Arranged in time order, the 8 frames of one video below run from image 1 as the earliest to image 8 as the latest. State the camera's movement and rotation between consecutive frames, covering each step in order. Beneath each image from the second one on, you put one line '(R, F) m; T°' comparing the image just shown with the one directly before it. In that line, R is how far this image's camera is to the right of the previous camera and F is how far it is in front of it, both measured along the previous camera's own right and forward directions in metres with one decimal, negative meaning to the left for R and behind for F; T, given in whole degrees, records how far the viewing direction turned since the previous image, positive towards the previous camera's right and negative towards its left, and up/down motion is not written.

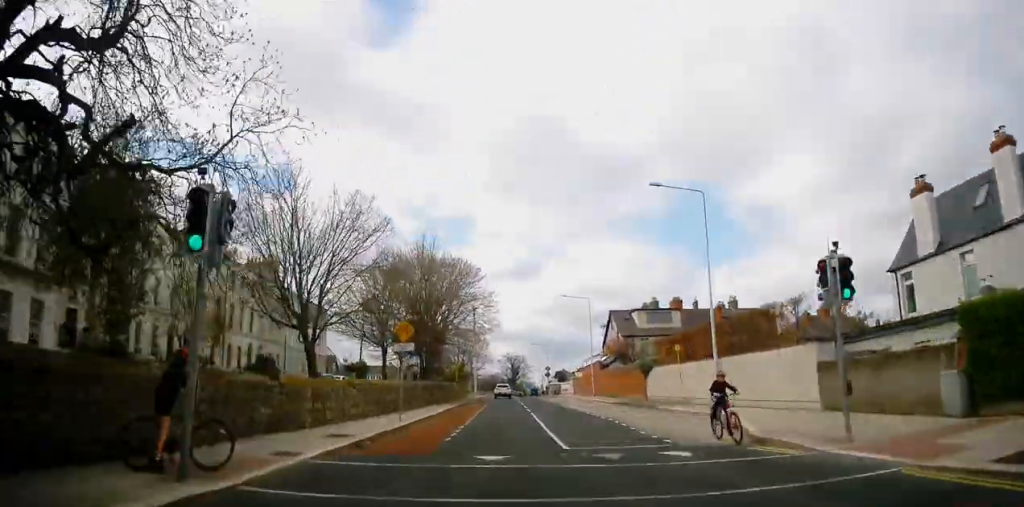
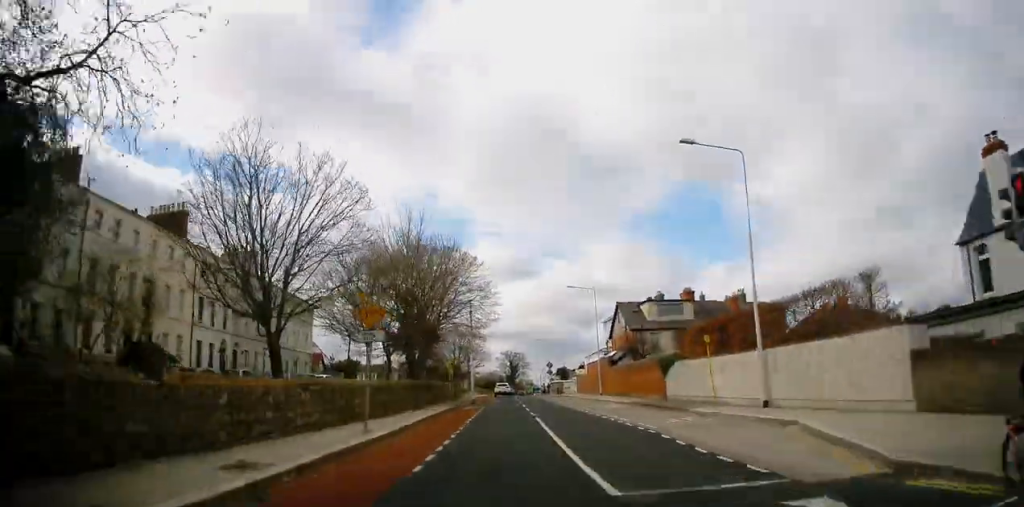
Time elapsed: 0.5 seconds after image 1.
(-0.1, +5.4) m; 0°
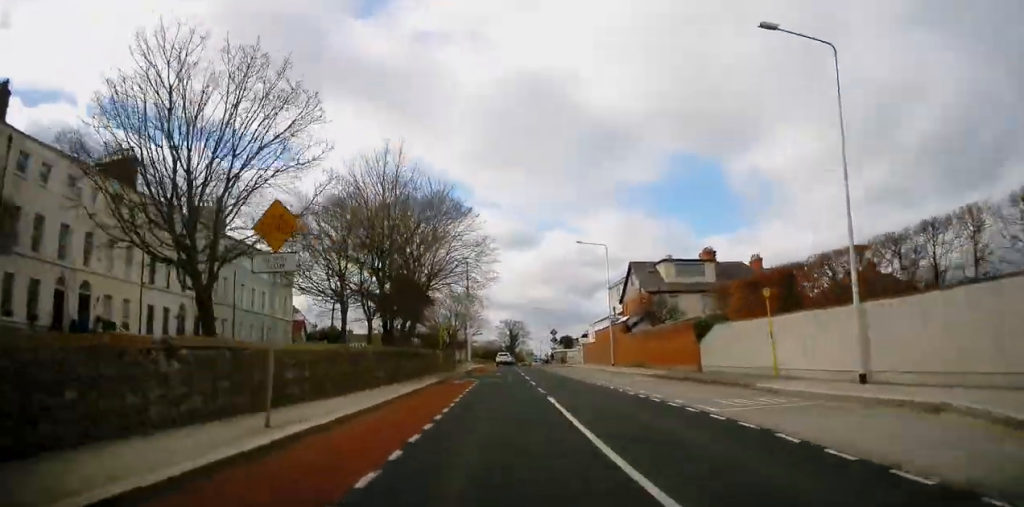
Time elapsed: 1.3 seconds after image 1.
(+0.4, +7.3) m; -2°
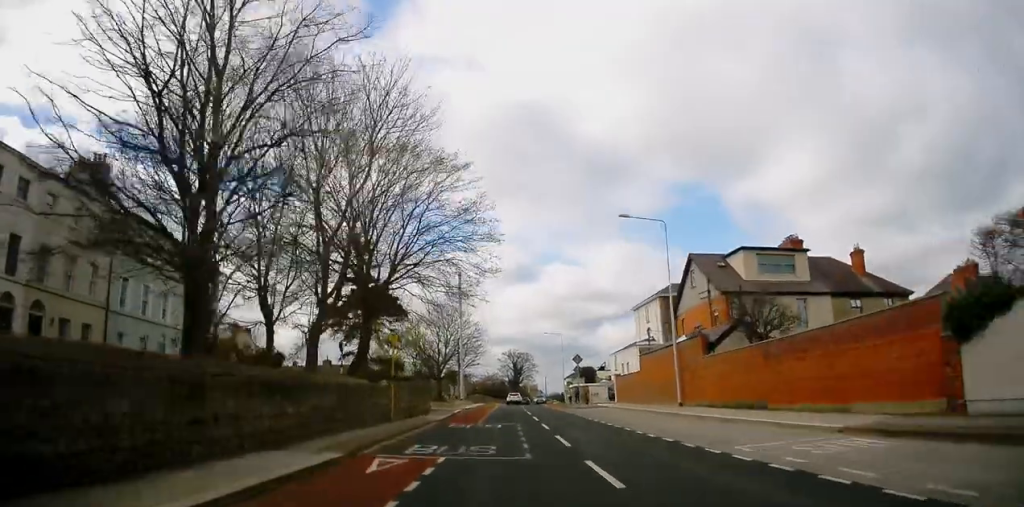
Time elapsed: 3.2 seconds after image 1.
(+0.7, +16.5) m; +3°
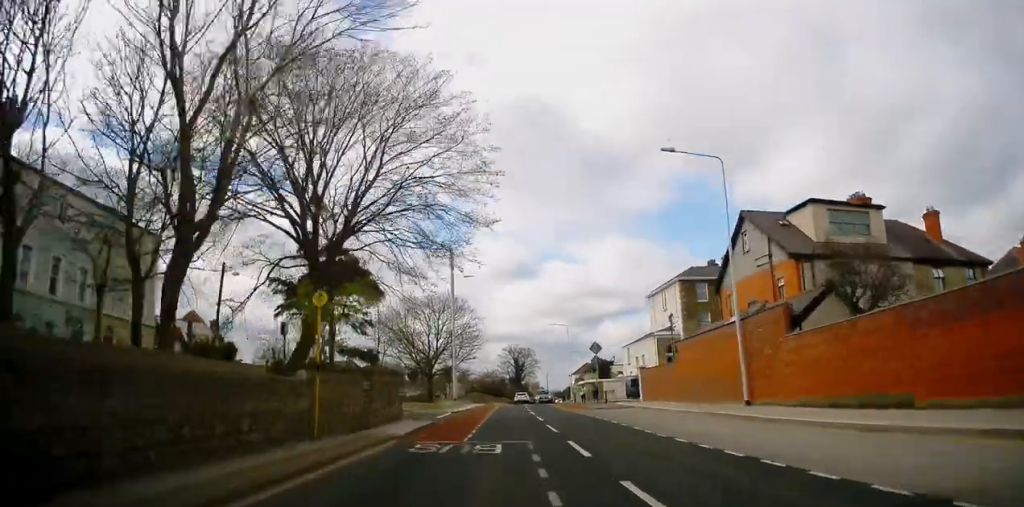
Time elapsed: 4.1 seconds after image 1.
(-0.8, +9.1) m; -5°
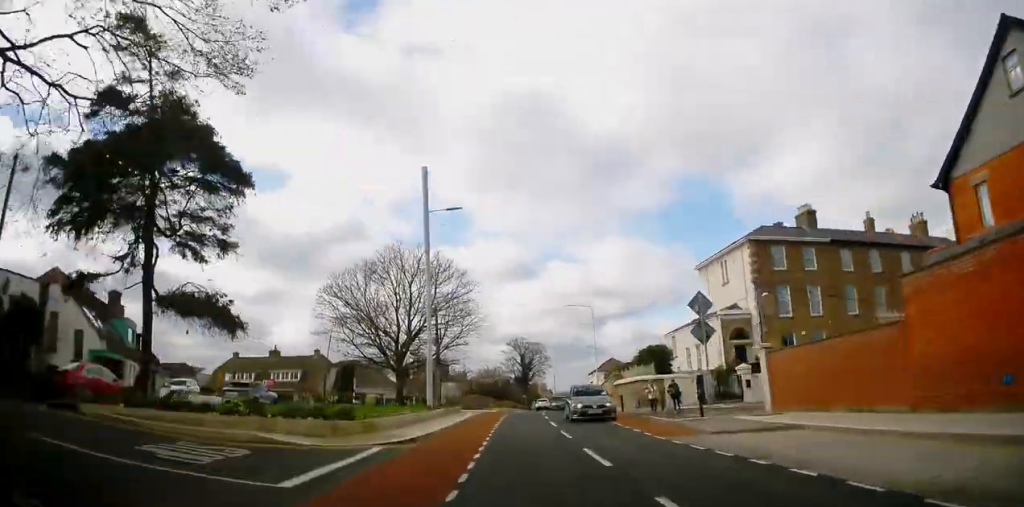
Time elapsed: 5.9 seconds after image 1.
(-0.1, +19.5) m; +1°
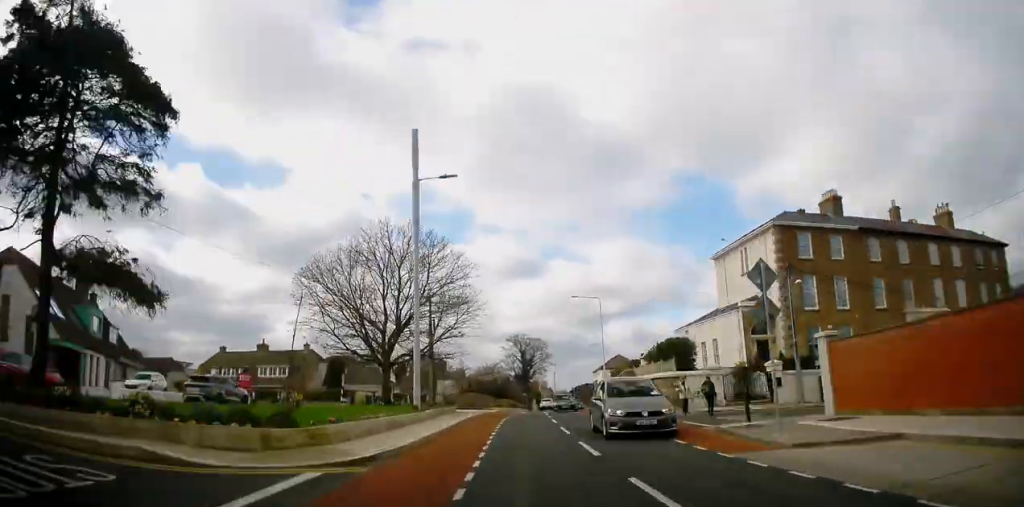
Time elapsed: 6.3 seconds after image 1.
(0.0, +4.4) m; 0°
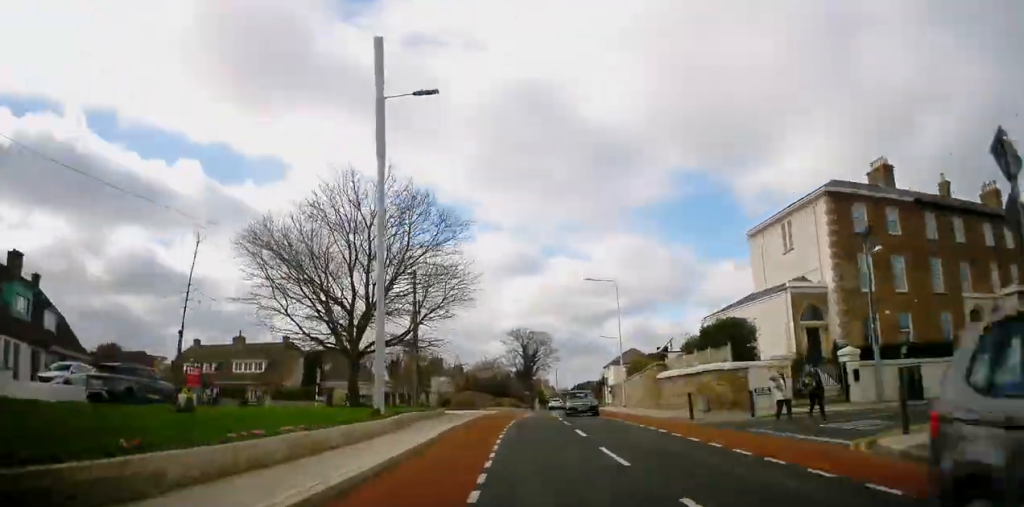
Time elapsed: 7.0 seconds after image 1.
(0.0, +7.8) m; +1°
